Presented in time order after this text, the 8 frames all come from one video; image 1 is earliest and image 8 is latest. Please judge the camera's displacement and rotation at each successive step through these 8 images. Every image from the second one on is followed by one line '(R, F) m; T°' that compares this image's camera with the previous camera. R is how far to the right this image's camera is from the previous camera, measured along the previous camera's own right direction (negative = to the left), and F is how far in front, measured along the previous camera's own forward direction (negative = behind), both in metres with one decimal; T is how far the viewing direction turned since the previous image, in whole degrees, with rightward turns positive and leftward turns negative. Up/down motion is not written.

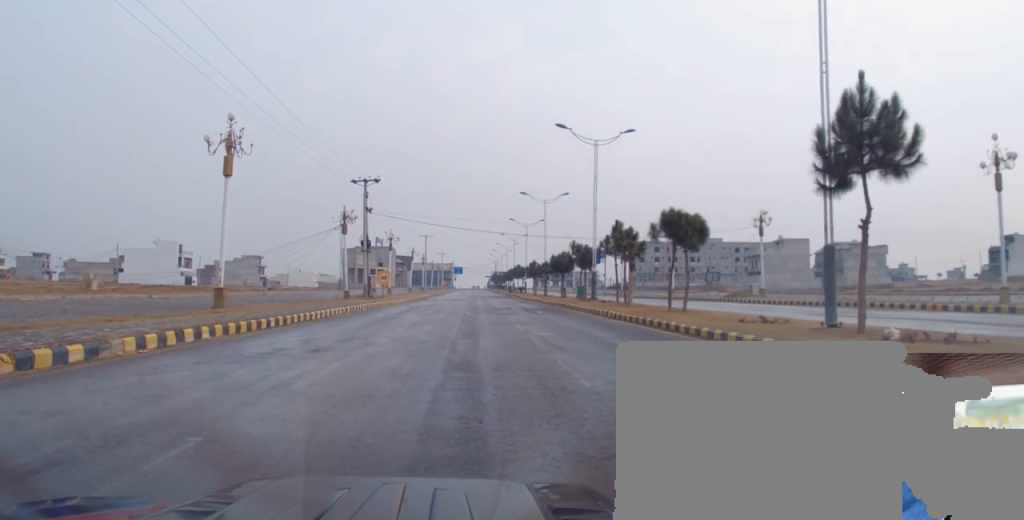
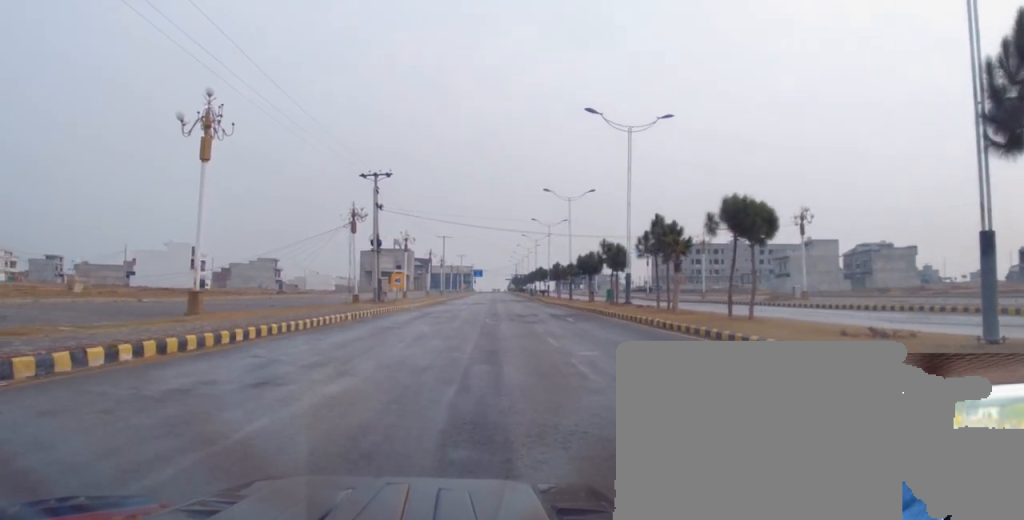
(-0.2, +4.8) m; -1°
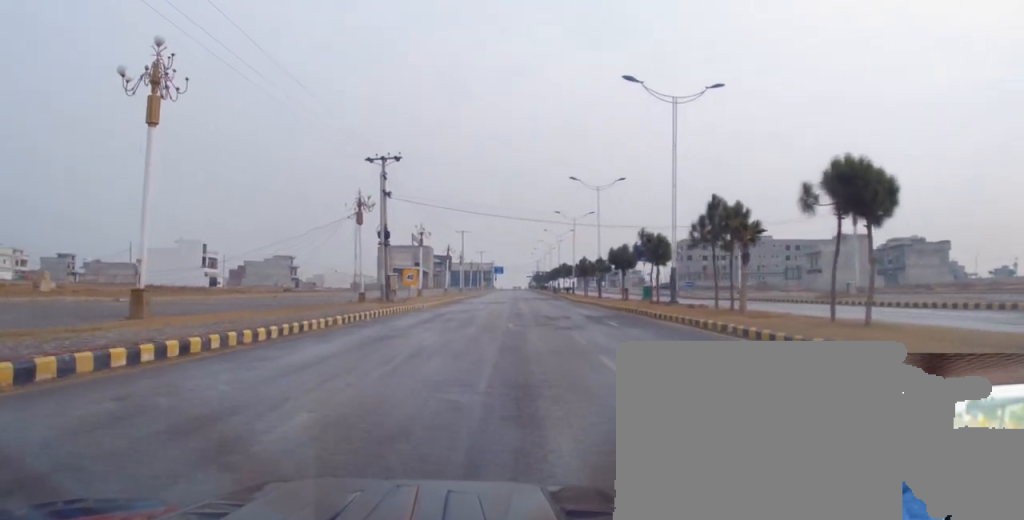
(+0.3, +5.9) m; -2°
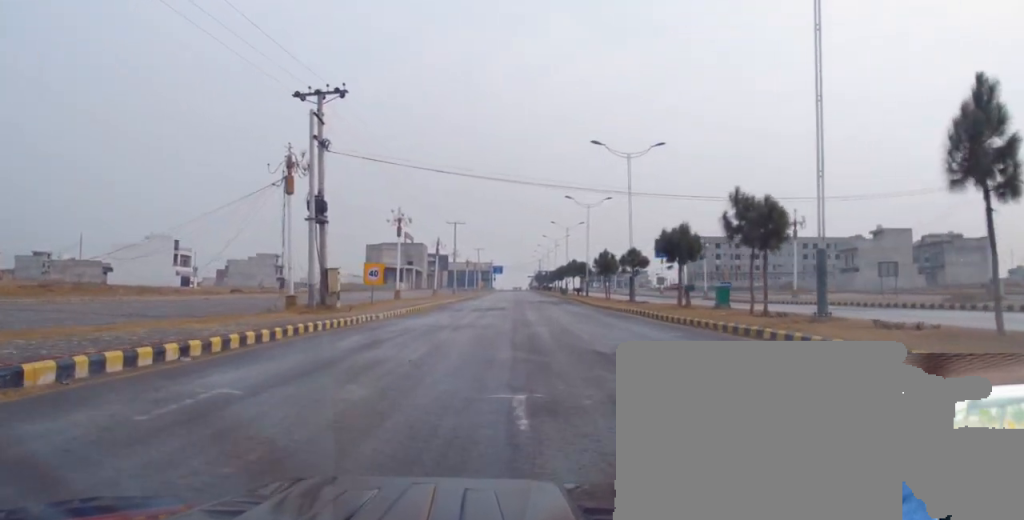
(0.0, +16.6) m; +3°
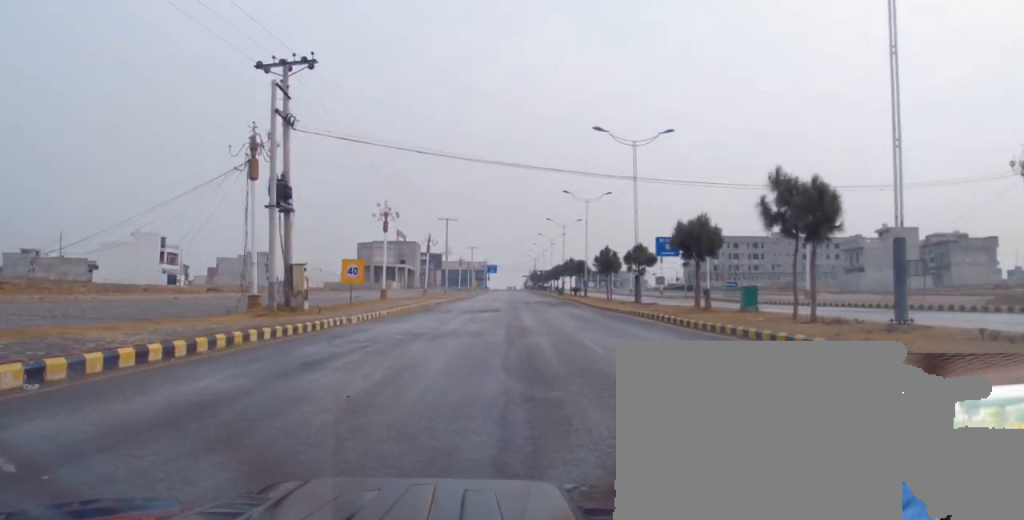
(-0.2, +4.4) m; 0°
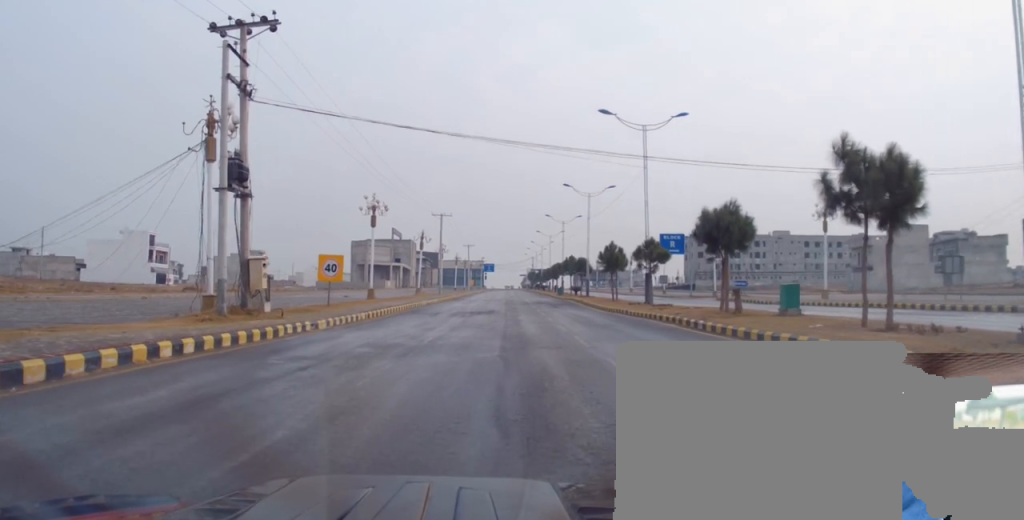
(+0.1, +4.1) m; +1°
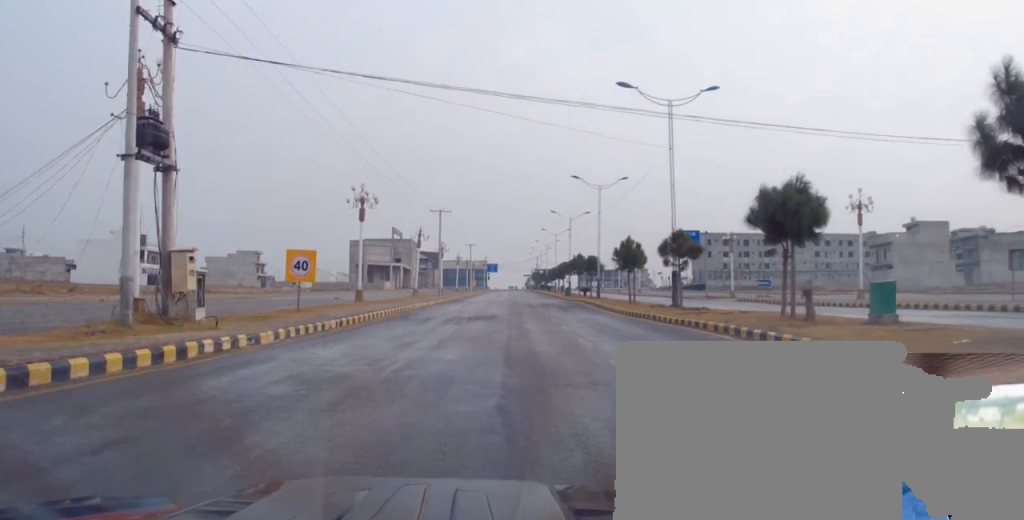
(+0.1, +5.7) m; 0°
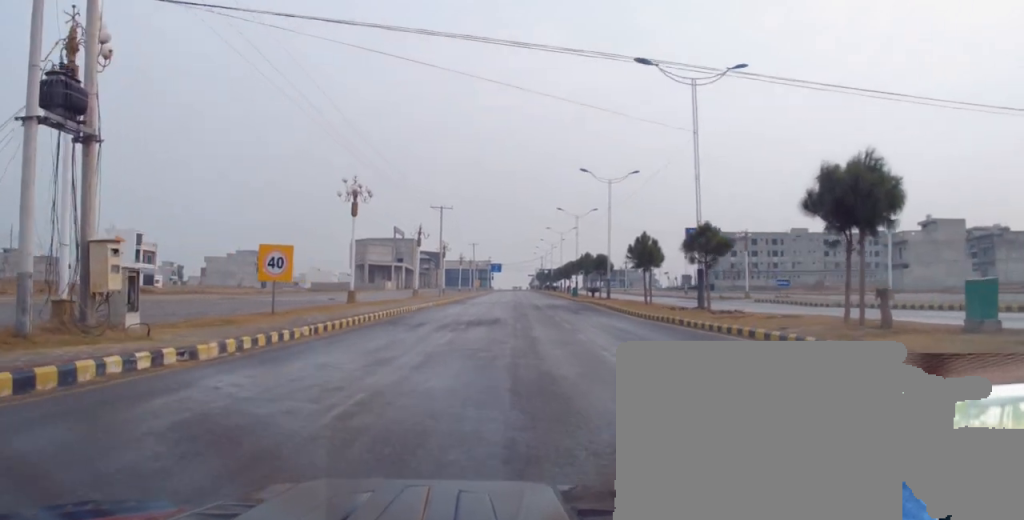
(+0.1, +3.8) m; -2°
